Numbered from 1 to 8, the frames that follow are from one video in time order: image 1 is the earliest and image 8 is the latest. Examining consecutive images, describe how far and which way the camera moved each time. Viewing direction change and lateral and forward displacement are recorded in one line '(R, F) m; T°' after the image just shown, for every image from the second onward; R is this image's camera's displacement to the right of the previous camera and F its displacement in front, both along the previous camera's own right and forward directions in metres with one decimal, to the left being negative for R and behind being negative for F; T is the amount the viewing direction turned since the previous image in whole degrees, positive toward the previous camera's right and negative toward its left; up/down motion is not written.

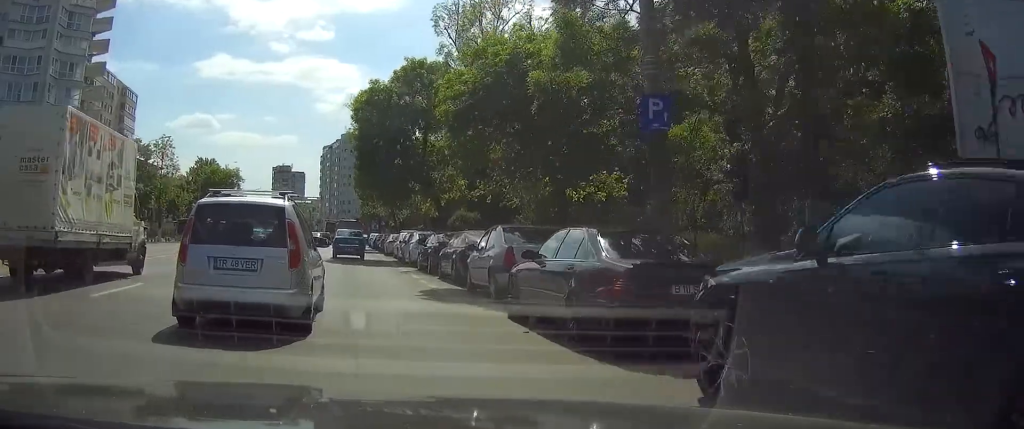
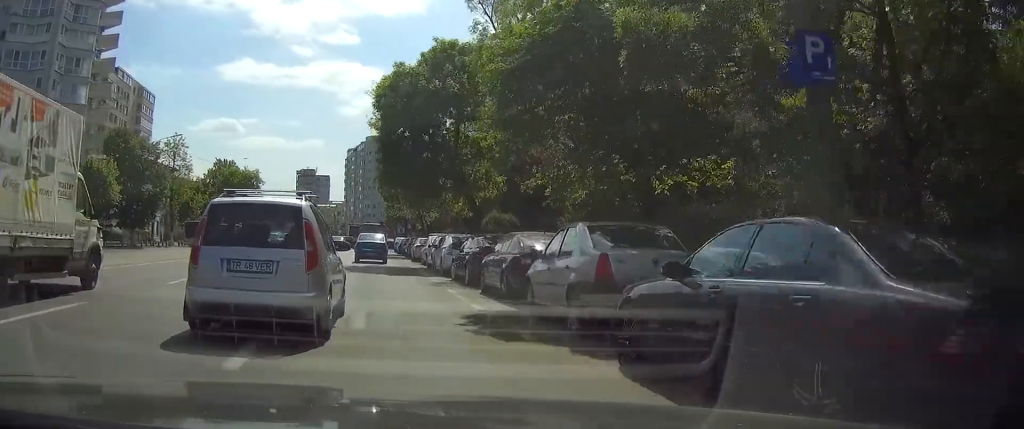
(0.0, +4.4) m; -2°
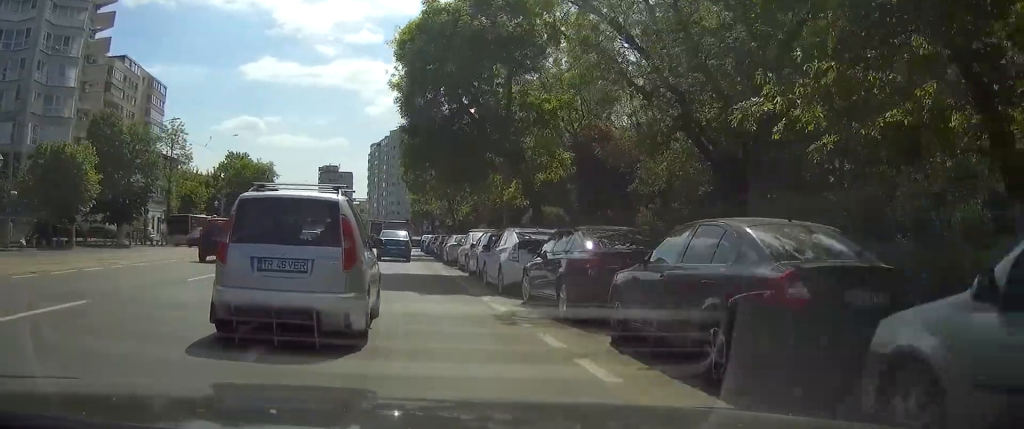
(-0.3, +9.1) m; -2°
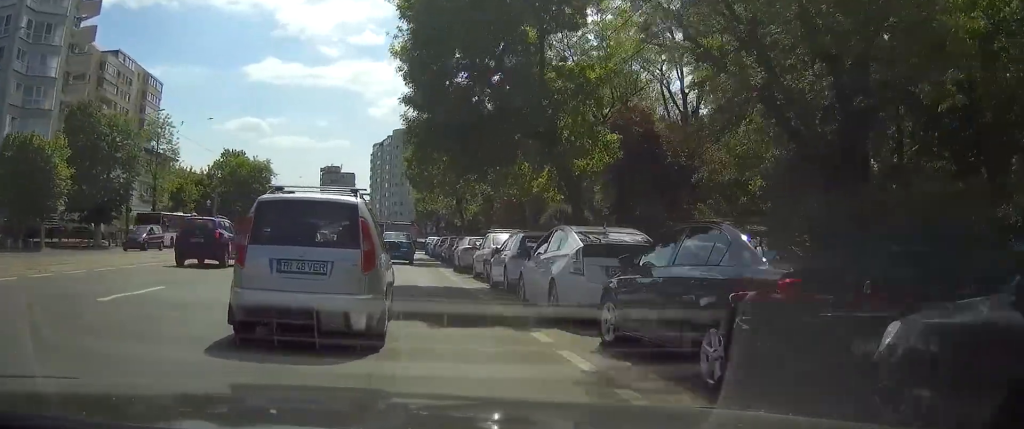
(0.0, +5.4) m; -1°
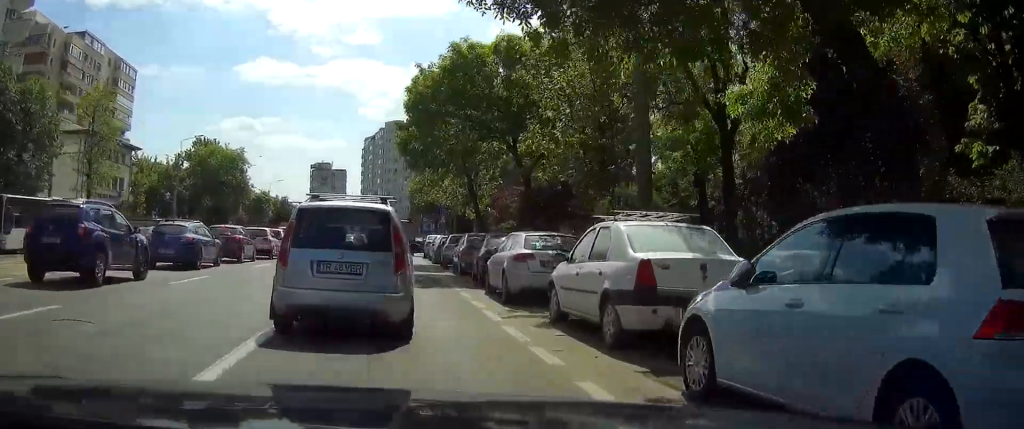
(-0.1, +14.2) m; 0°
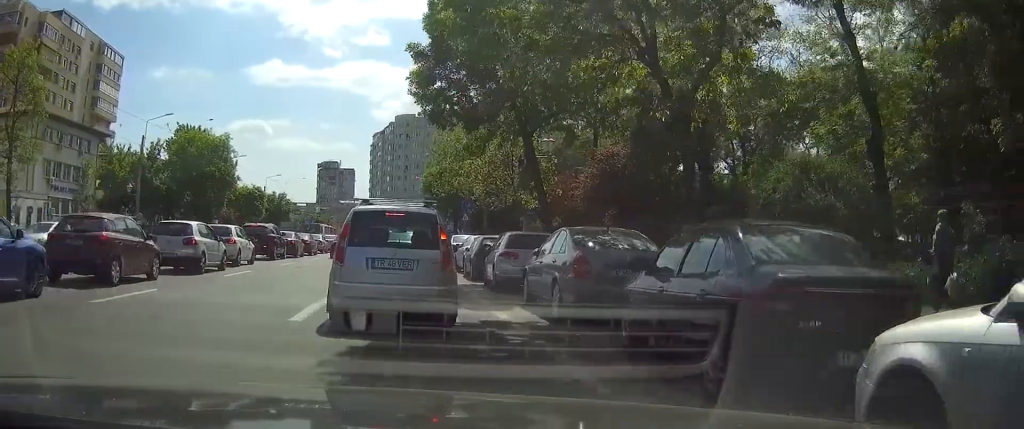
(-0.1, +14.4) m; -2°
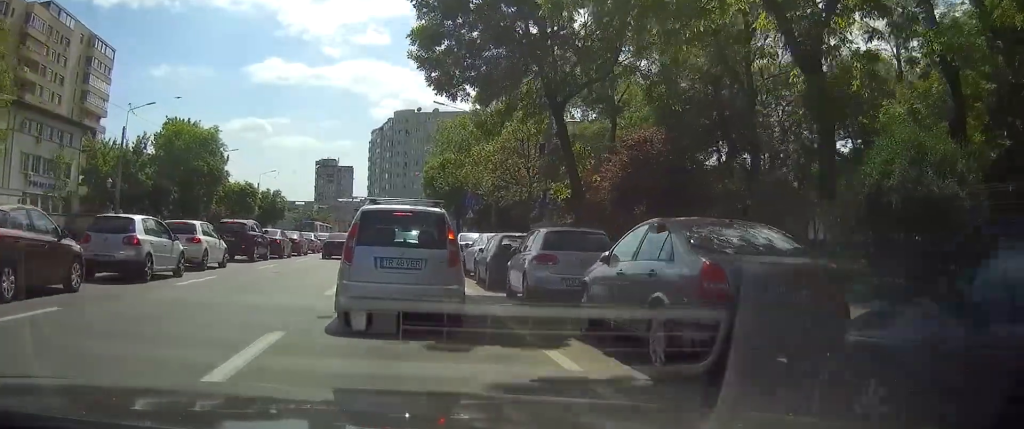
(0.0, +4.9) m; 0°
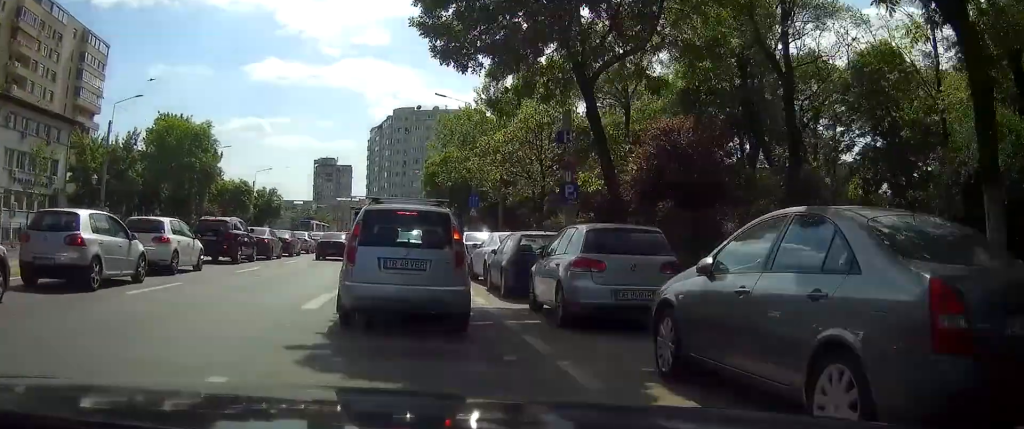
(0.0, +3.3) m; 0°
